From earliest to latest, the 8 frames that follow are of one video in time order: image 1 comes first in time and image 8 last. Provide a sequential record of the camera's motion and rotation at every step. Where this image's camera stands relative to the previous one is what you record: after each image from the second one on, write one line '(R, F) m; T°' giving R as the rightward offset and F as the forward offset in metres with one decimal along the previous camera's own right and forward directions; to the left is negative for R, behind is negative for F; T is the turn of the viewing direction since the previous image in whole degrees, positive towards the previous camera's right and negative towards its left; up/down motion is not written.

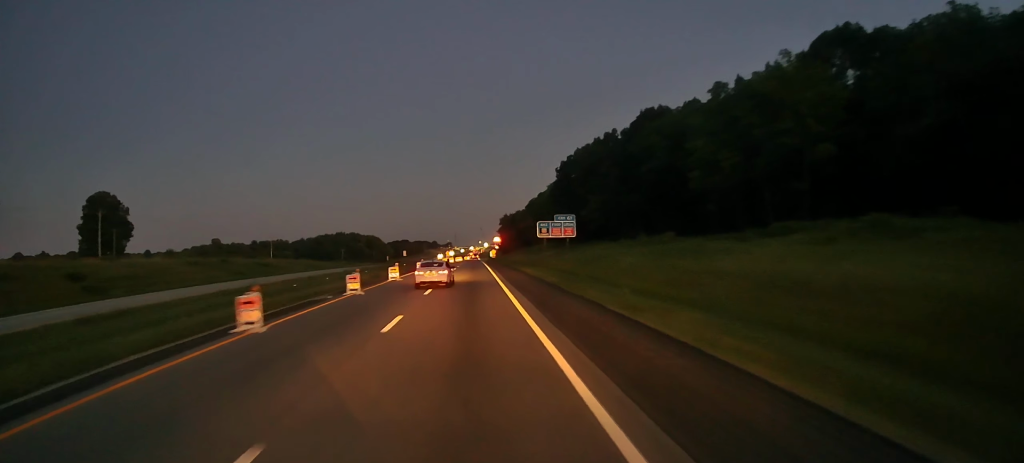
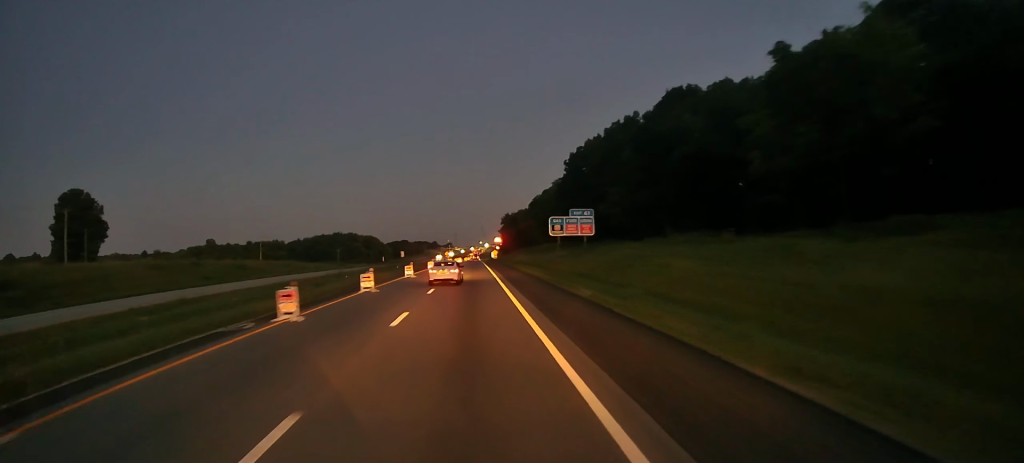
(0.0, +10.7) m; 0°
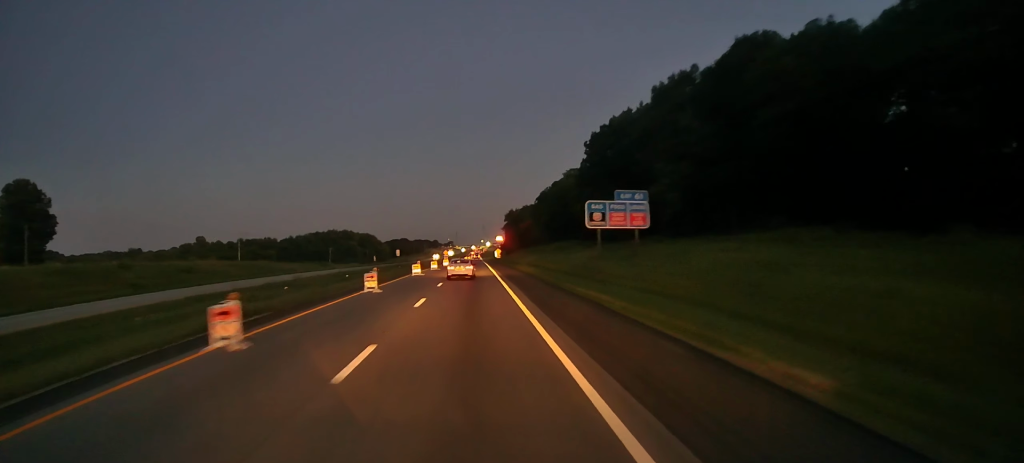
(0.0, +18.9) m; 0°
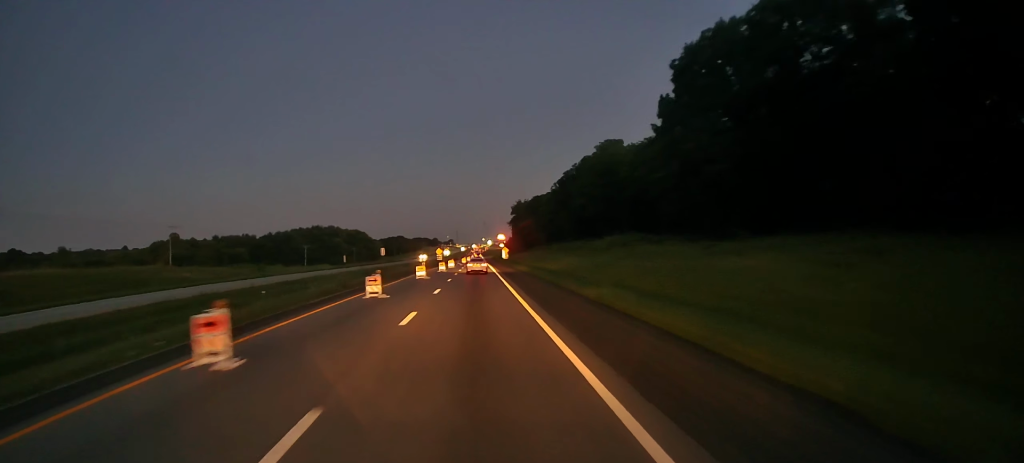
(0.0, +41.5) m; 0°
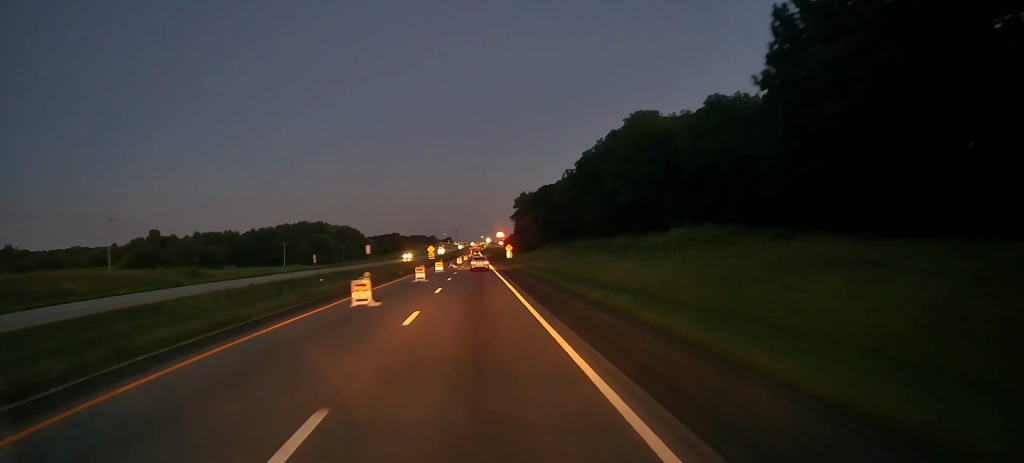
(0.0, +24.0) m; 0°
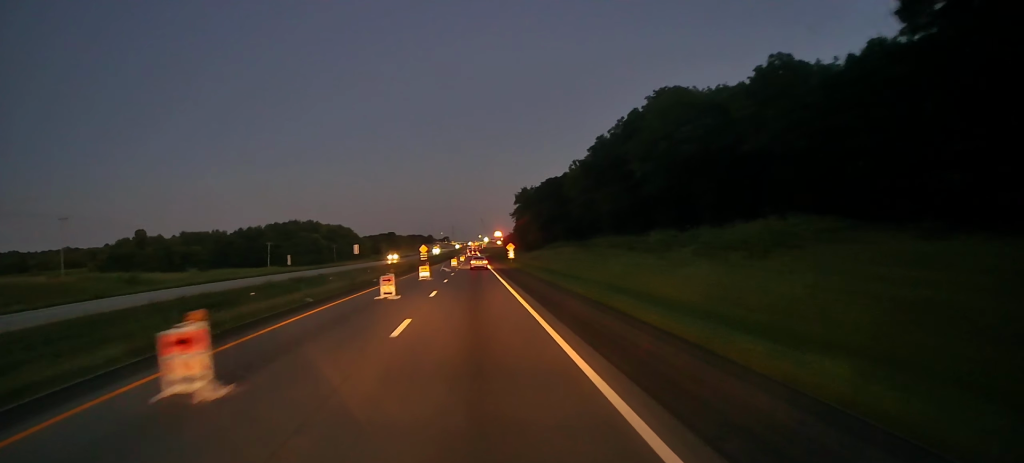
(0.0, +14.1) m; 0°
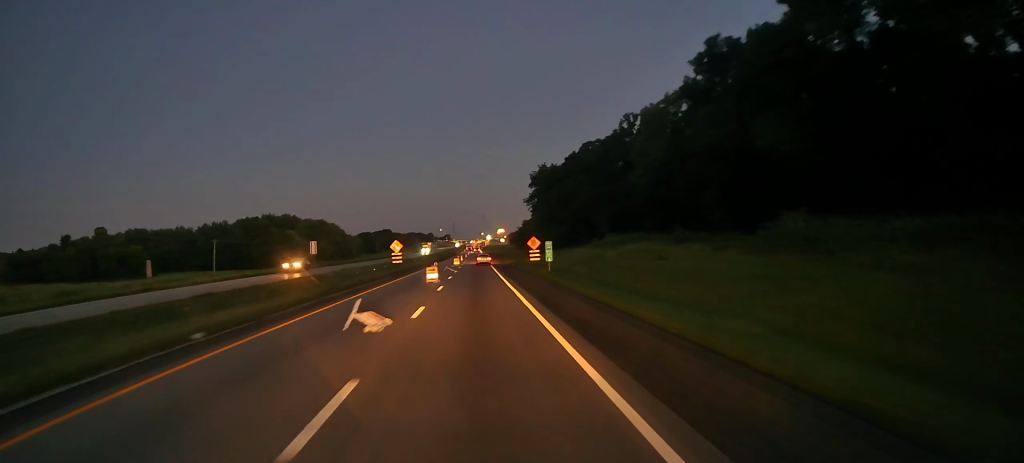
(0.0, +44.2) m; 0°
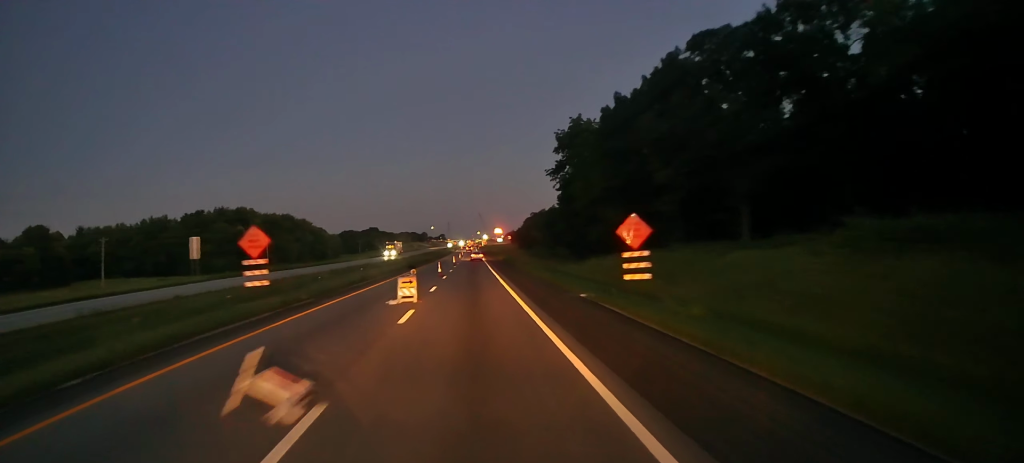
(0.0, +49.1) m; 0°
